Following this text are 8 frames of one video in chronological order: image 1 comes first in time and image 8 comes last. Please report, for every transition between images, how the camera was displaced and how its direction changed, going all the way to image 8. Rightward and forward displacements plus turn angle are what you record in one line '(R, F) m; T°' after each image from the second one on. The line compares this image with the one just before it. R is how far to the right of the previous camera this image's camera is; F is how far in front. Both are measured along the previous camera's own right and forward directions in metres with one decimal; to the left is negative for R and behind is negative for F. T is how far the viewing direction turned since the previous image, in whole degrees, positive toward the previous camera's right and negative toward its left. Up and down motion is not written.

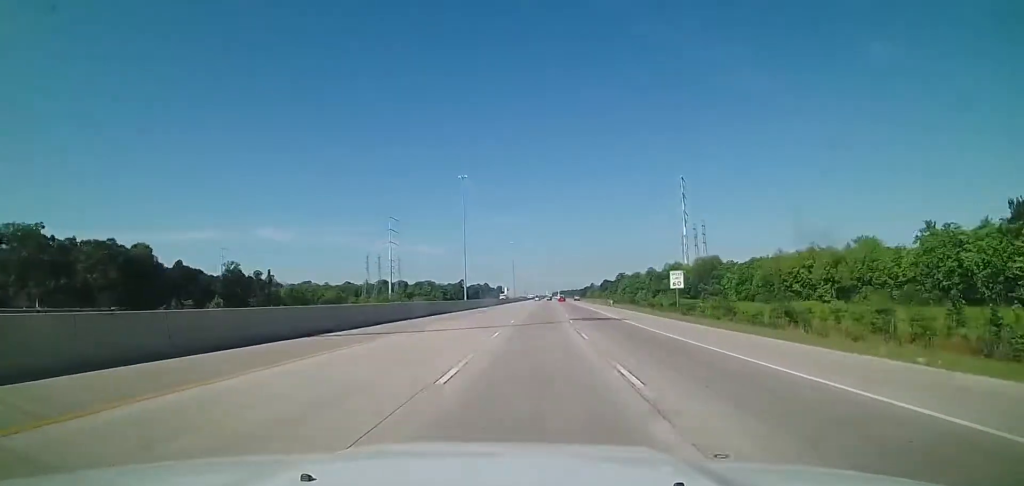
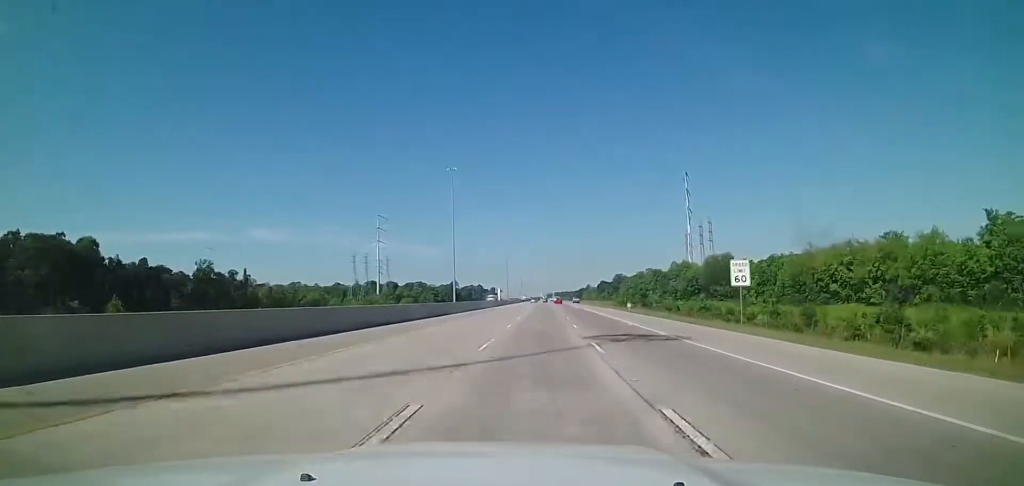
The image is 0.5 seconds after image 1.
(+0.1, +17.2) m; +1°
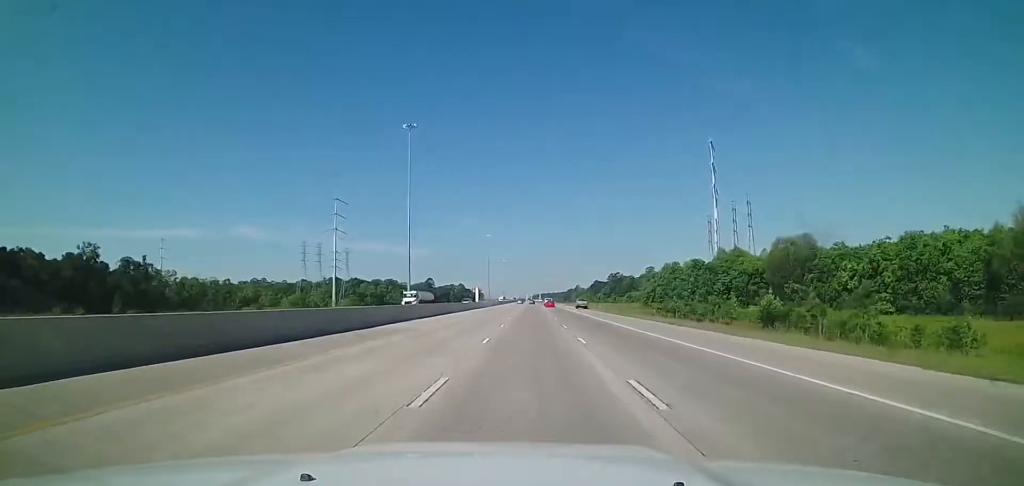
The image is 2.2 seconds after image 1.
(+1.6, +58.3) m; +2°
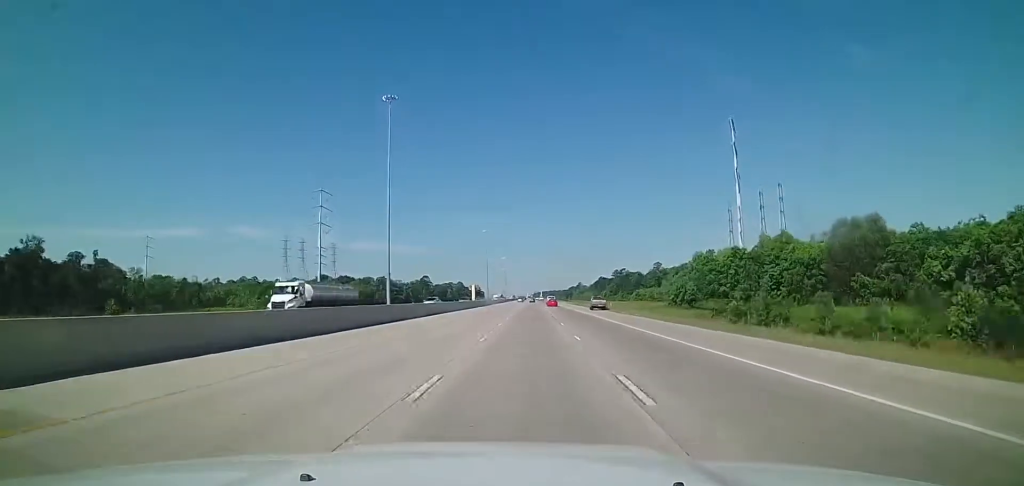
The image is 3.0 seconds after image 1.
(-0.1, +24.1) m; 0°
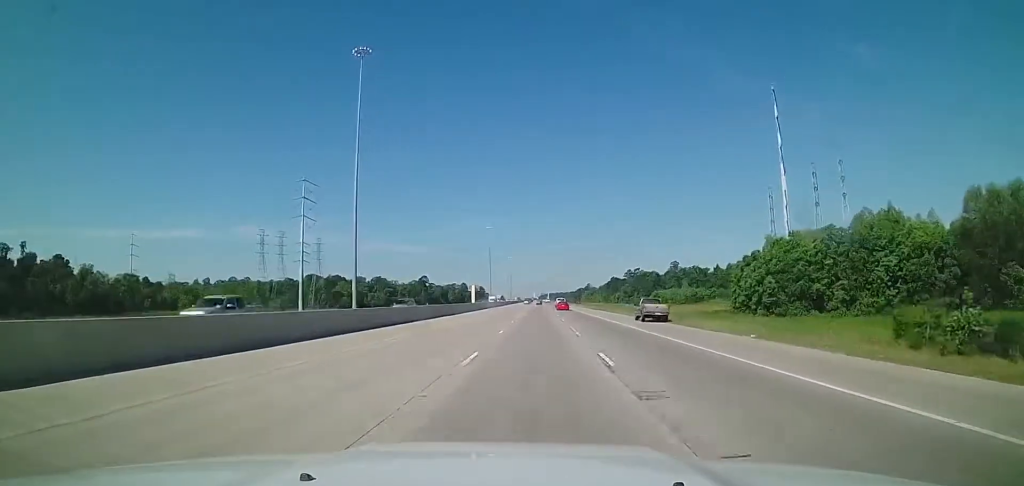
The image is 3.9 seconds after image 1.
(0.0, +31.2) m; 0°
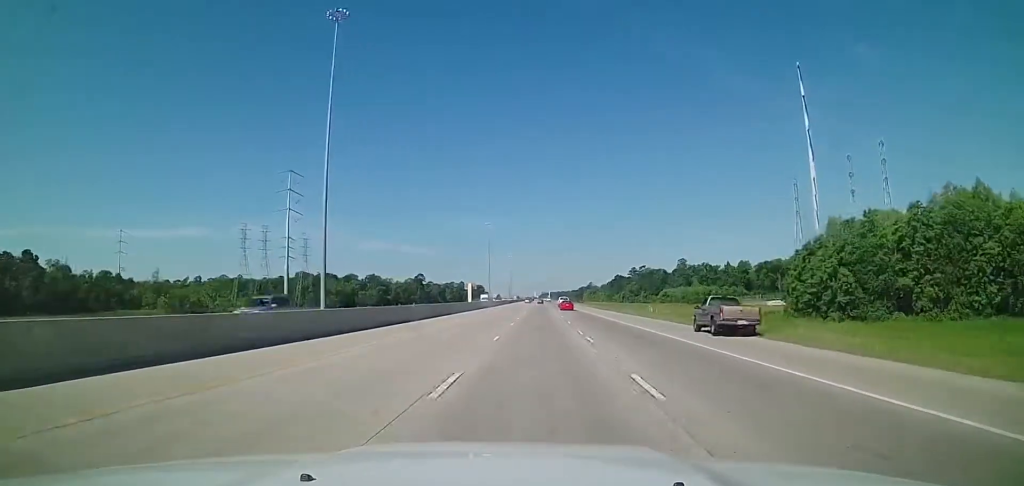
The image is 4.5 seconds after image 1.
(-0.2, +17.0) m; 0°
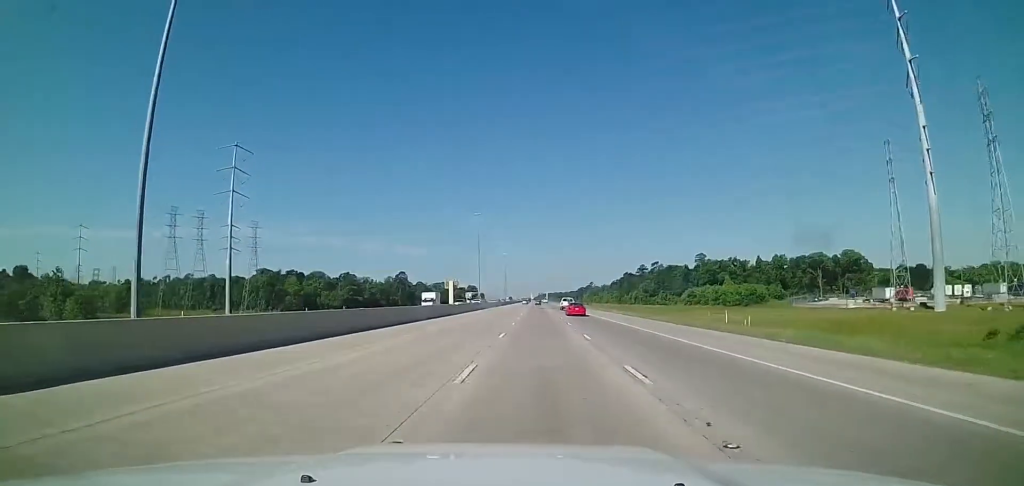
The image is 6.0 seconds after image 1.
(+0.3, +47.3) m; 0°
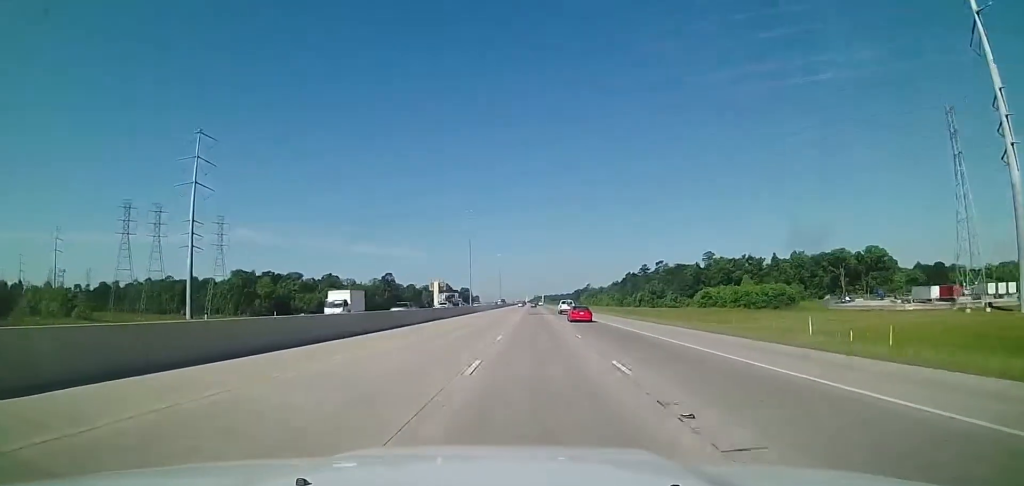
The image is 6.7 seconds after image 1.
(-0.3, +21.8) m; 0°
